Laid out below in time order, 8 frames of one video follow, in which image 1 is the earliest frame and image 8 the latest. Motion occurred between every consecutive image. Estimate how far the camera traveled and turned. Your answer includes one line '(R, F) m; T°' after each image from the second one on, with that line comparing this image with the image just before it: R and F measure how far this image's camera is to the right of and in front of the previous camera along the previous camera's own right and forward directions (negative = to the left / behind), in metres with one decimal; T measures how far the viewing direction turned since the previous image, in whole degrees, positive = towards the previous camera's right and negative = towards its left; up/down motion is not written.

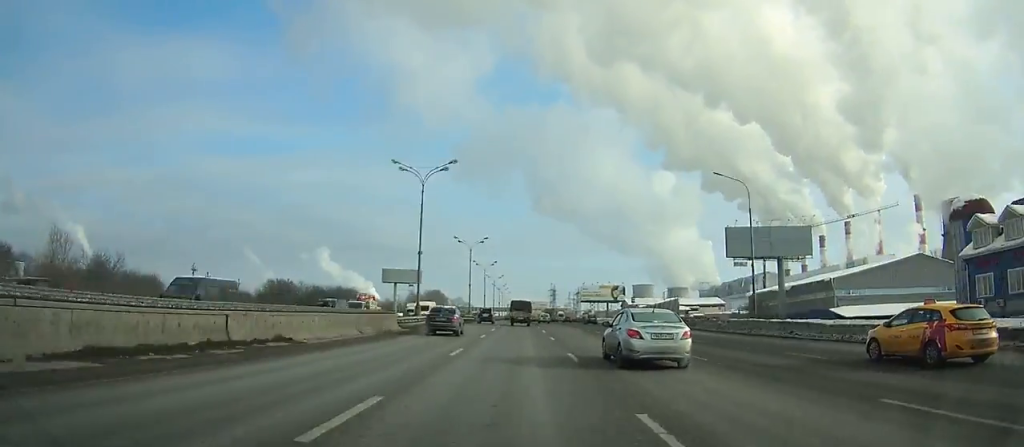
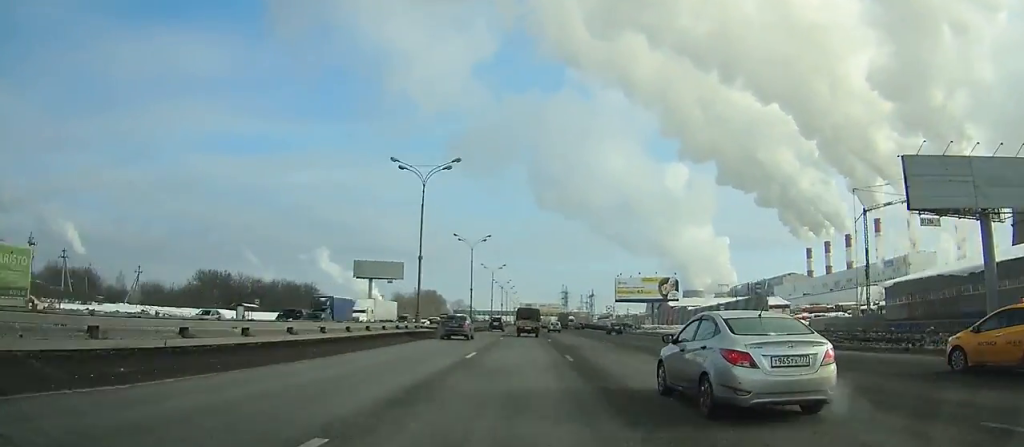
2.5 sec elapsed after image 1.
(-0.2, +49.1) m; 0°
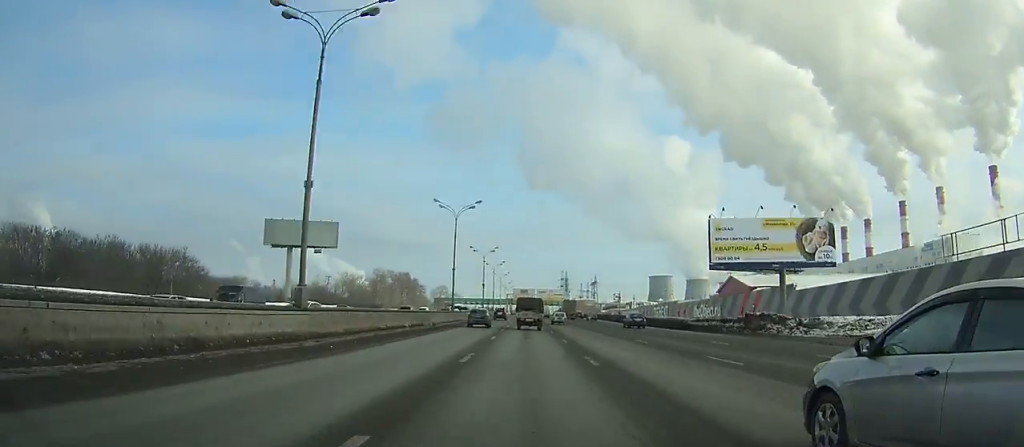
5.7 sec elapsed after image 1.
(-0.2, +60.9) m; 0°
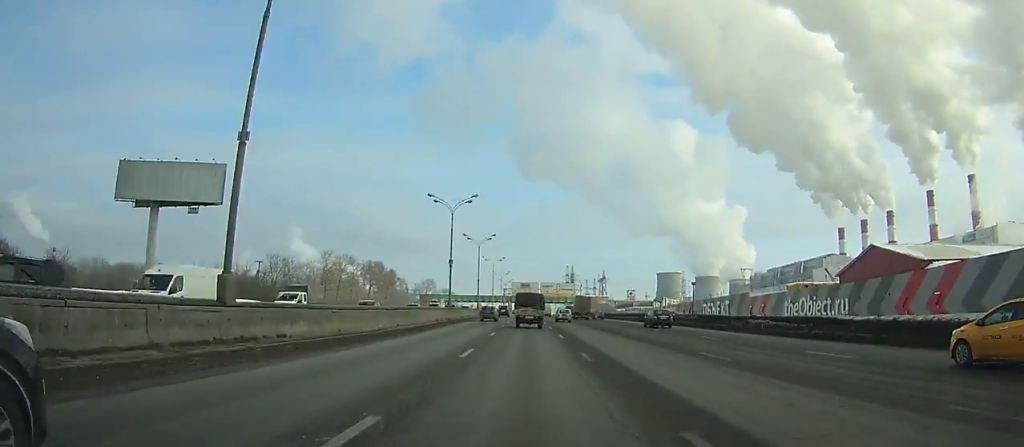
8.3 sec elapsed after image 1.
(+0.1, +48.2) m; 0°
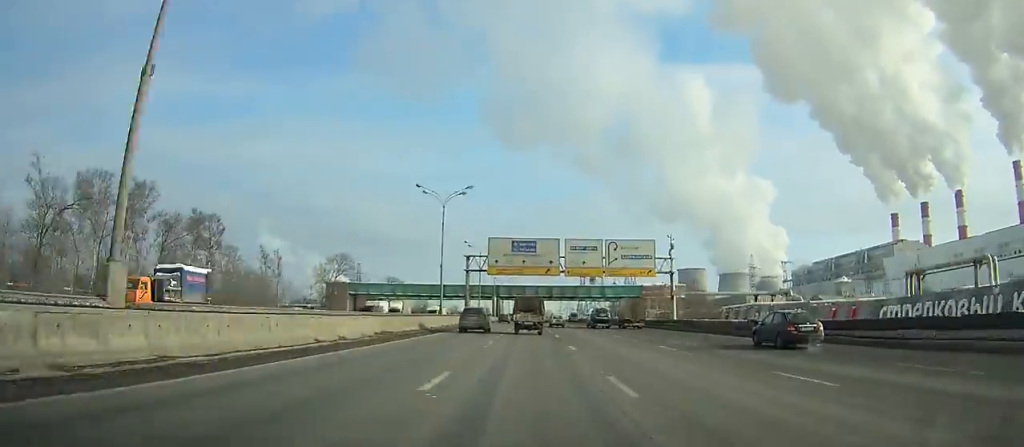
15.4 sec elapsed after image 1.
(+0.2, +127.5) m; 0°
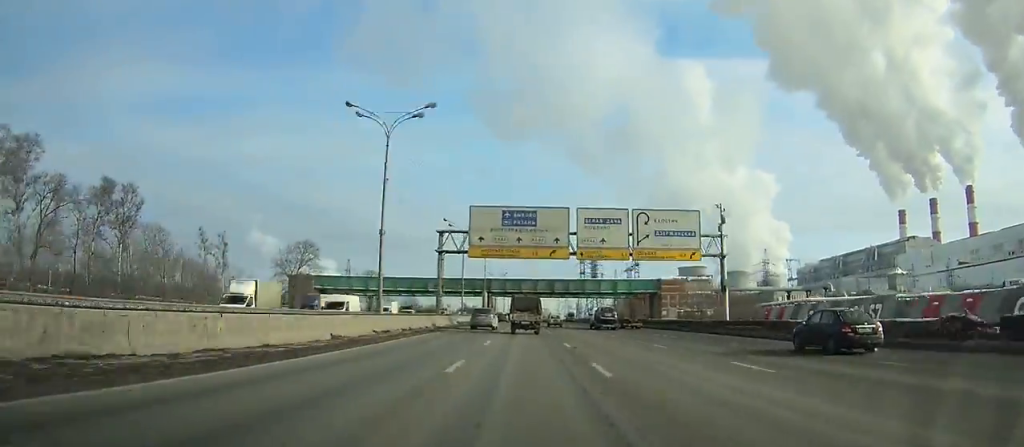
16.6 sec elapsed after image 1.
(0.0, +21.4) m; 0°
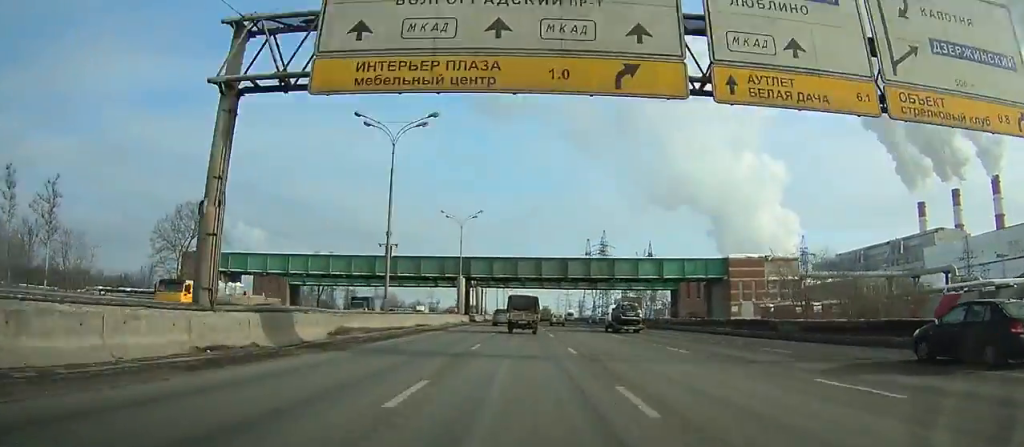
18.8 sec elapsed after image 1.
(+0.1, +39.6) m; 0°
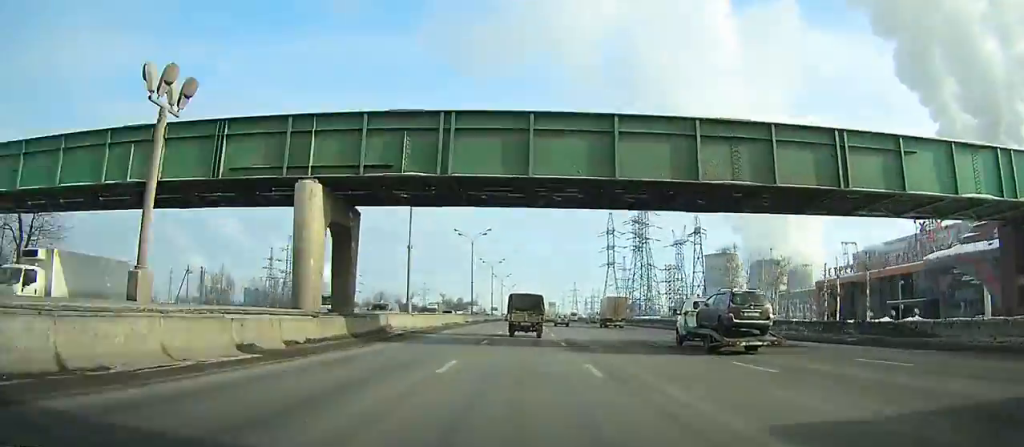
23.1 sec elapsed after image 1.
(-0.1, +78.2) m; 0°
